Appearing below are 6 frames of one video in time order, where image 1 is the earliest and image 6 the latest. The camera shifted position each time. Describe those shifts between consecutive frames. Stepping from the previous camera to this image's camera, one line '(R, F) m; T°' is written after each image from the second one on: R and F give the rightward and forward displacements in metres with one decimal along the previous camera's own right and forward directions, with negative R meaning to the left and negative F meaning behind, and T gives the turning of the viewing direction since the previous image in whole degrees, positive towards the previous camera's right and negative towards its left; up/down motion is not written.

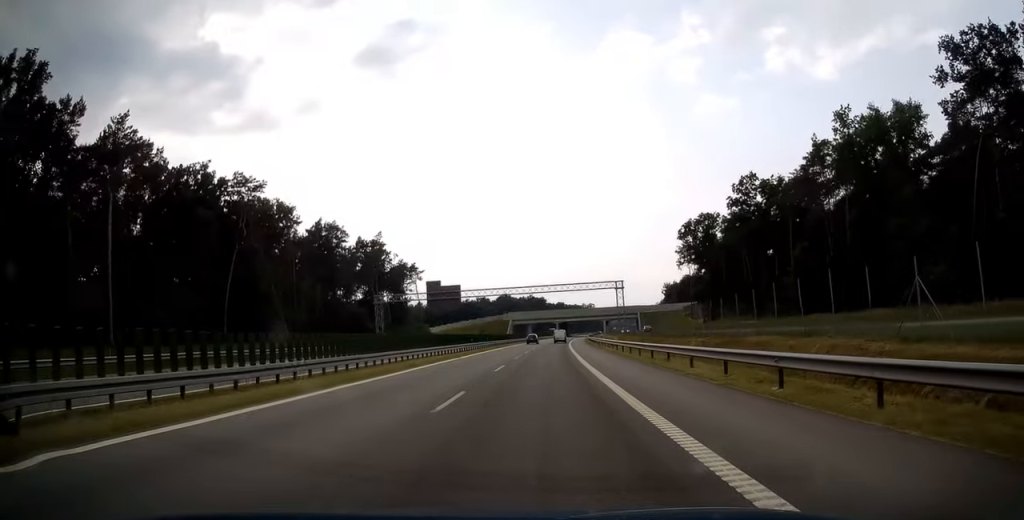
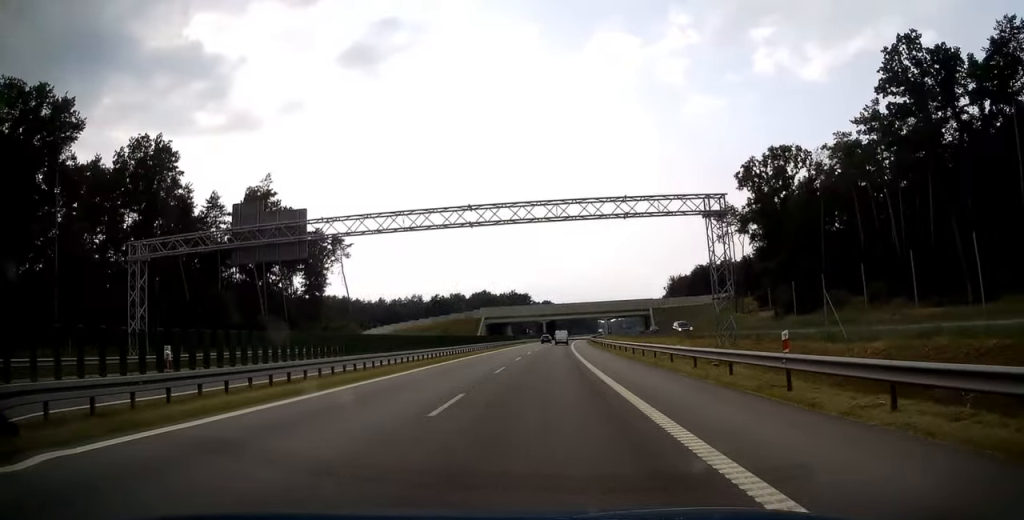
(+1.1, +48.4) m; +2°
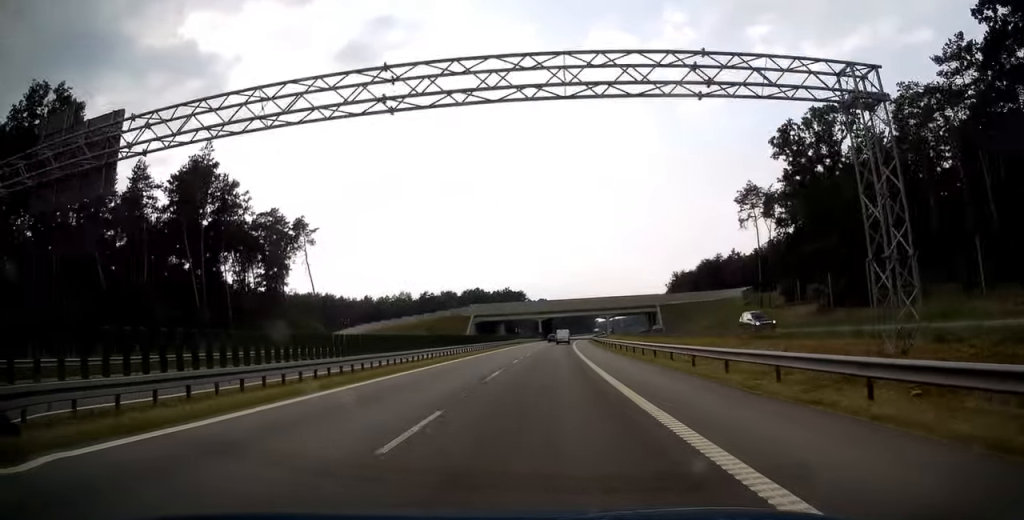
(+0.1, +15.2) m; 0°
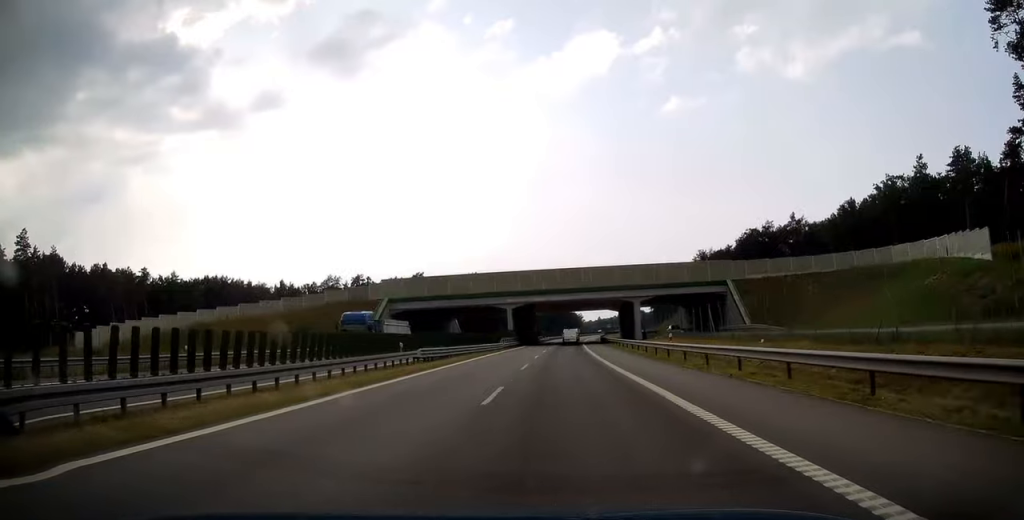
(+0.1, +66.9) m; +2°
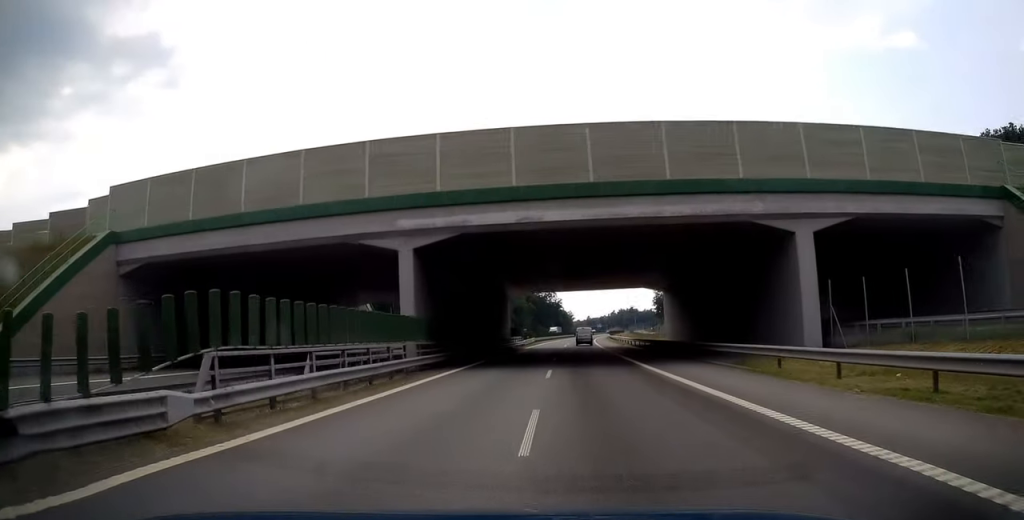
(+1.0, +52.8) m; +1°
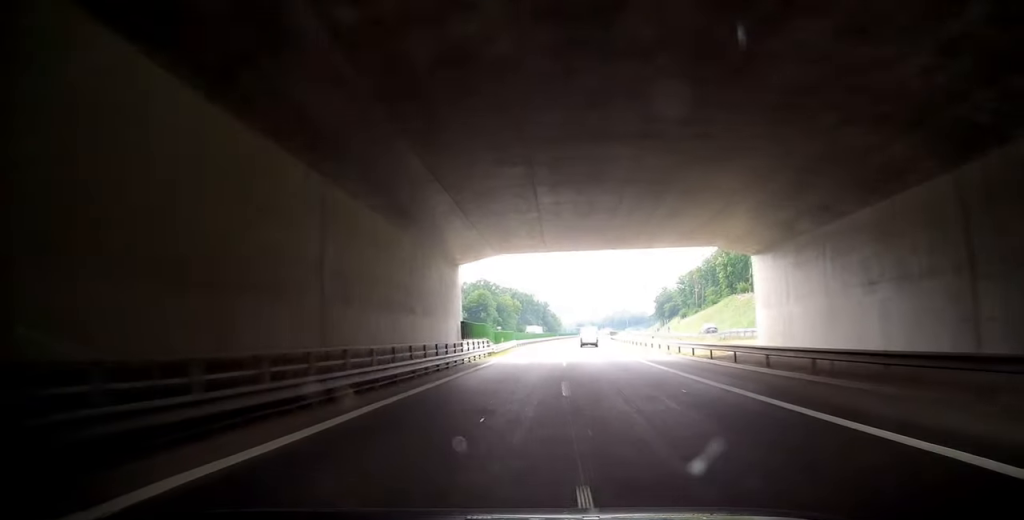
(+0.3, +29.4) m; +1°
